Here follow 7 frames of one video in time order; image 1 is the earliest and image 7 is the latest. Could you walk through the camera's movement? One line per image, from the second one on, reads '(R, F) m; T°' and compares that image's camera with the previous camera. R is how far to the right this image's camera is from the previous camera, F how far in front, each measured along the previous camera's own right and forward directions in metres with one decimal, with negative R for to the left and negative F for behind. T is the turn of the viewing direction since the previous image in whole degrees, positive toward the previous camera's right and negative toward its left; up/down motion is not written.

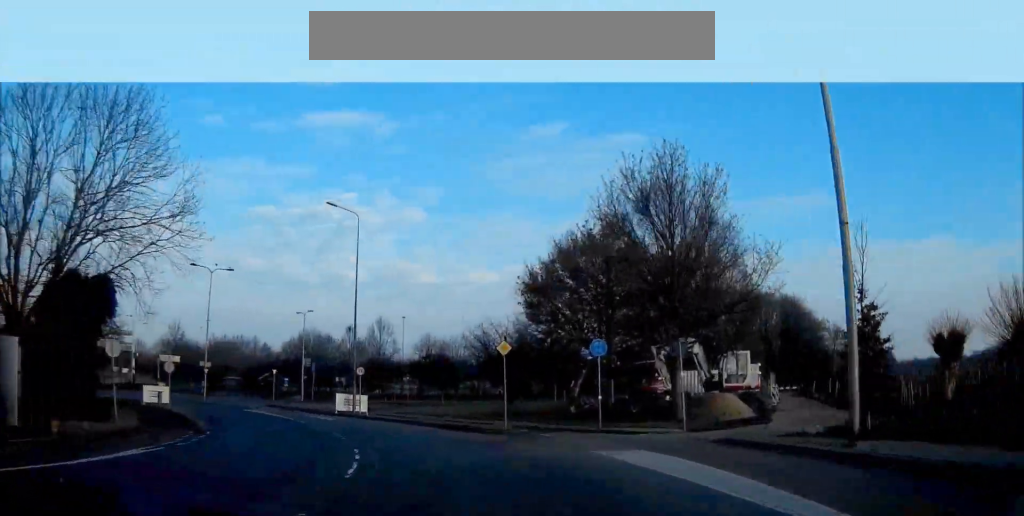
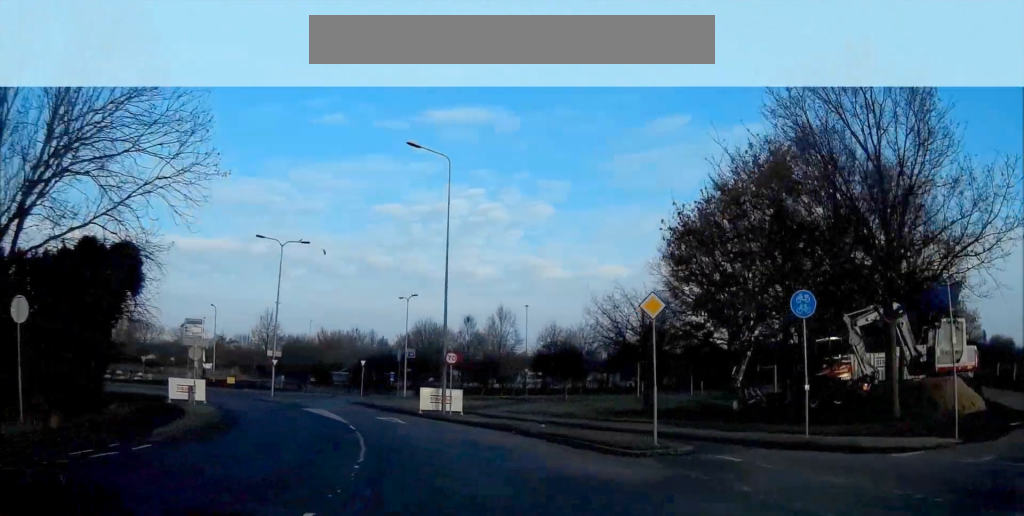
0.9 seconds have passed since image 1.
(-0.6, +9.5) m; -7°
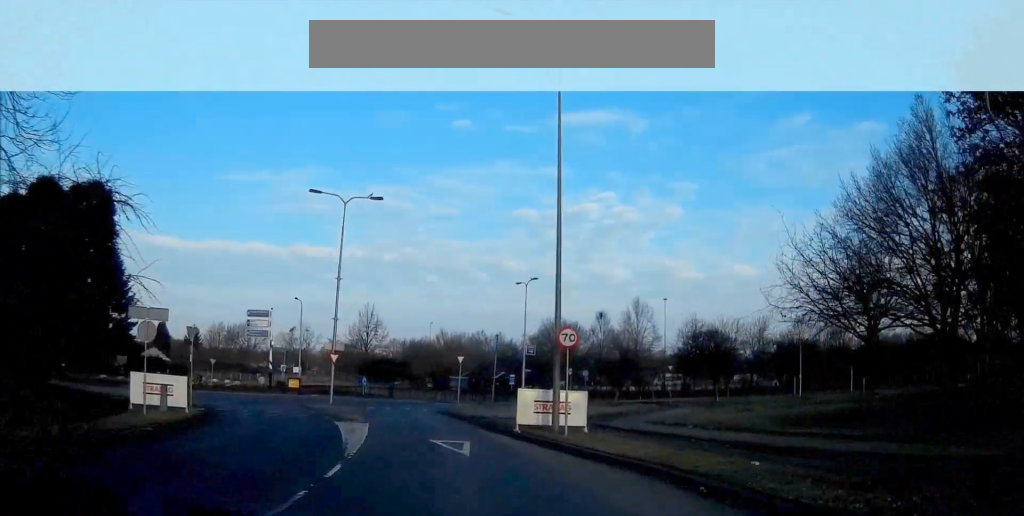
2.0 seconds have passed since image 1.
(-1.3, +11.5) m; -8°
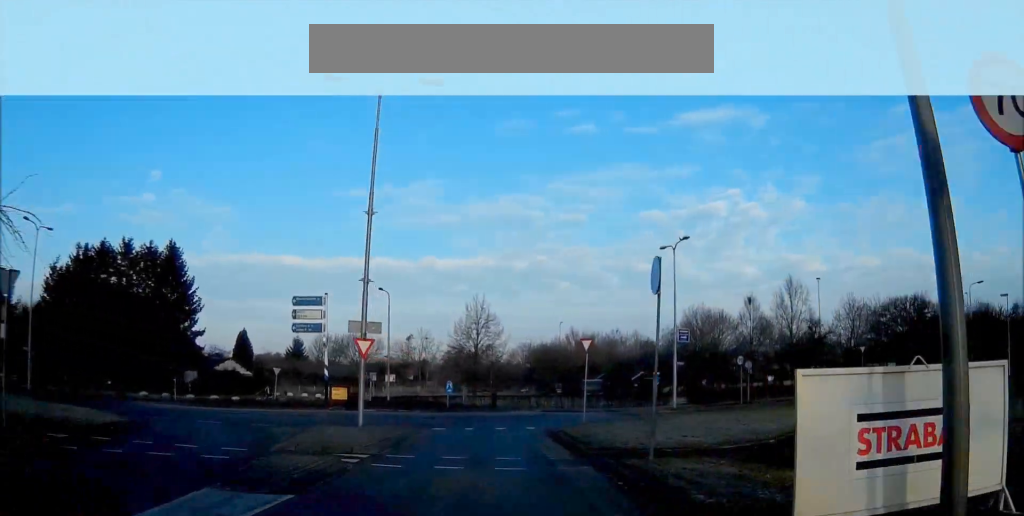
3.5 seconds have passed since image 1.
(-1.2, +13.8) m; -5°
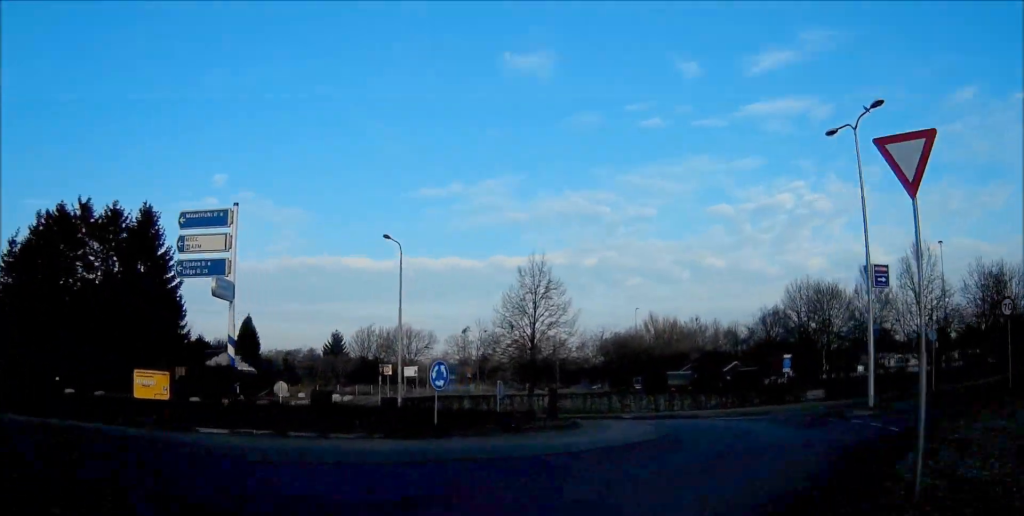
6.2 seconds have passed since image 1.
(-0.4, +21.0) m; +2°
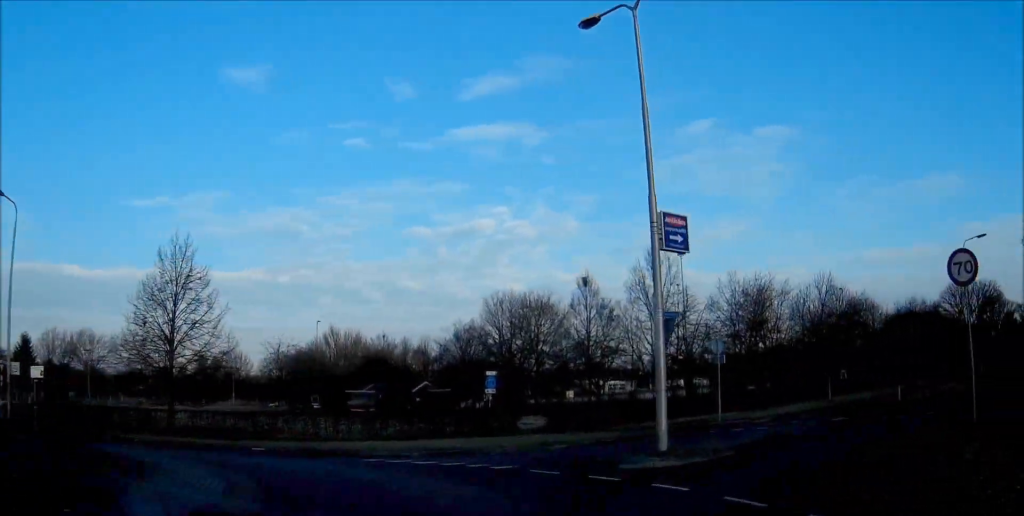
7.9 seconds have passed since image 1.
(+0.4, +12.0) m; -17°
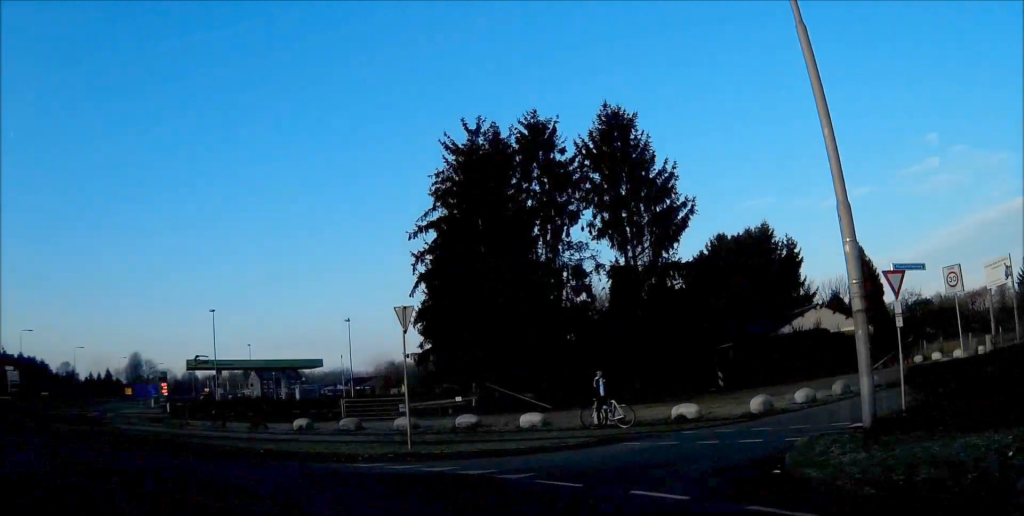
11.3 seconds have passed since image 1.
(-13.7, +15.7) m; -81°
